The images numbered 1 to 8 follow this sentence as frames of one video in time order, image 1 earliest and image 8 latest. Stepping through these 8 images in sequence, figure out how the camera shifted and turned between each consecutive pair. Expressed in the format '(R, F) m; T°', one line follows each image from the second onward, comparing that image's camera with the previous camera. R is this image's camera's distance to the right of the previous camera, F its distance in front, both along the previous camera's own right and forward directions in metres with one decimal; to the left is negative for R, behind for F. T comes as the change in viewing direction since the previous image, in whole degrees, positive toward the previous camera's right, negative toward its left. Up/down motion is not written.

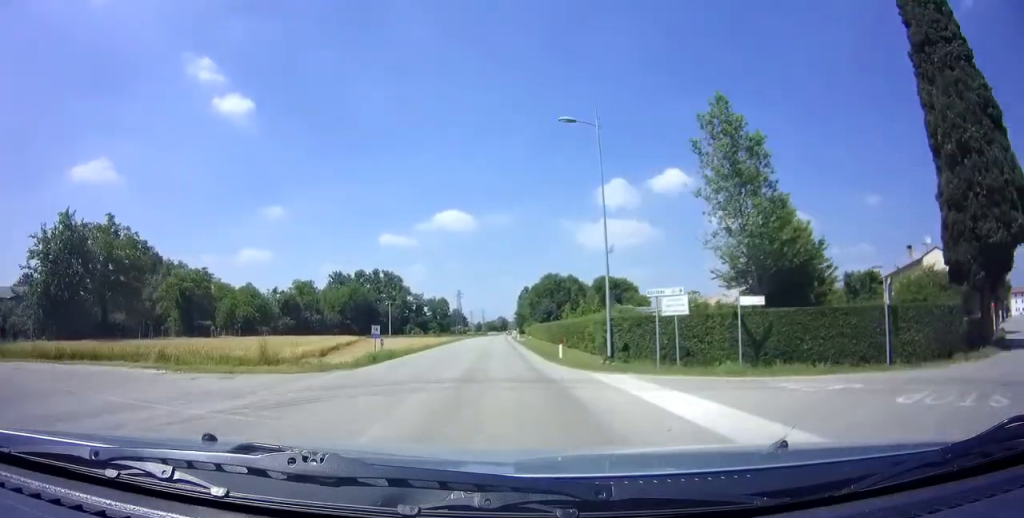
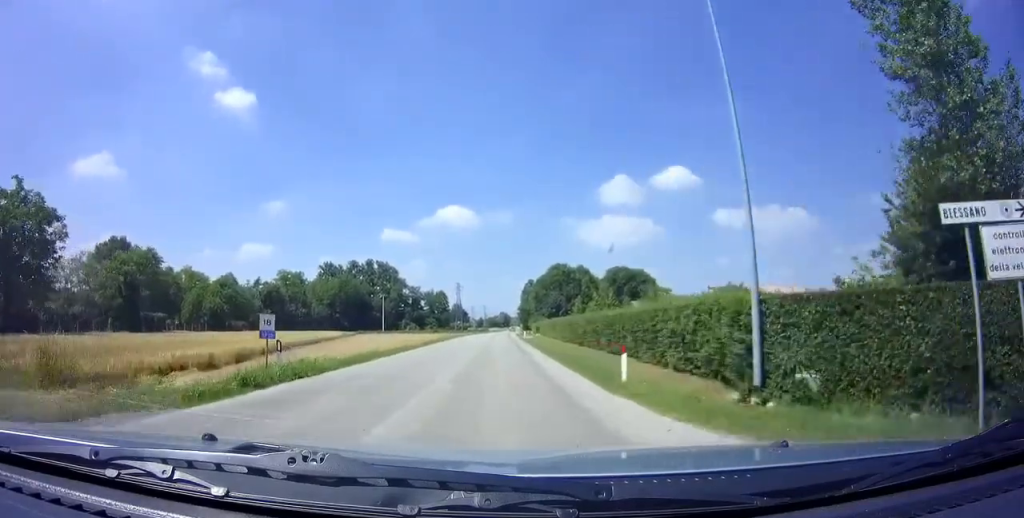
(0.0, +12.1) m; 0°
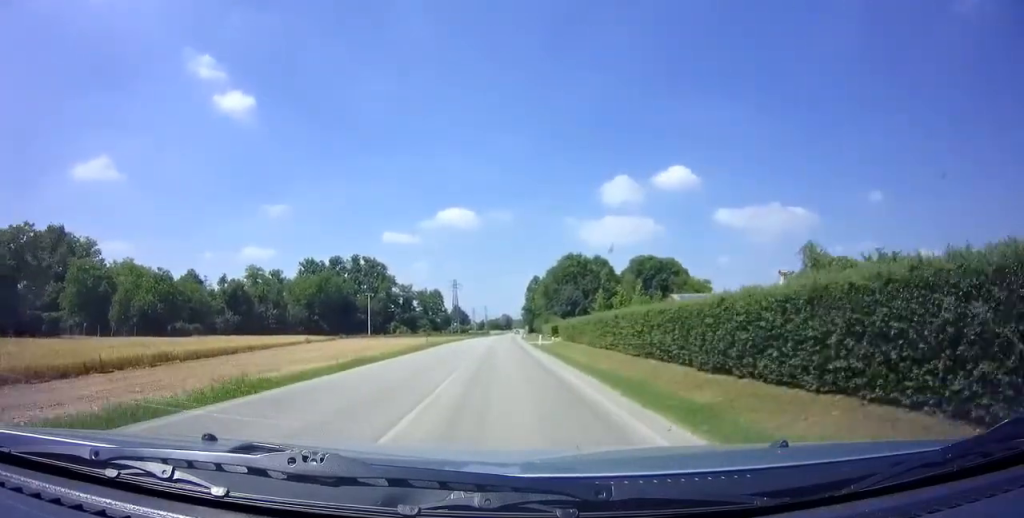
(+0.1, +18.2) m; 0°
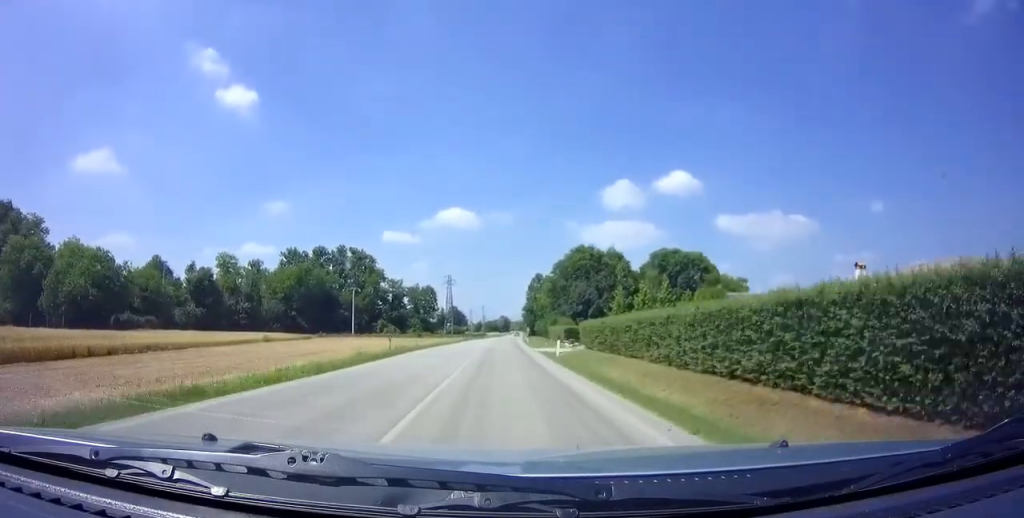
(0.0, +12.7) m; 0°
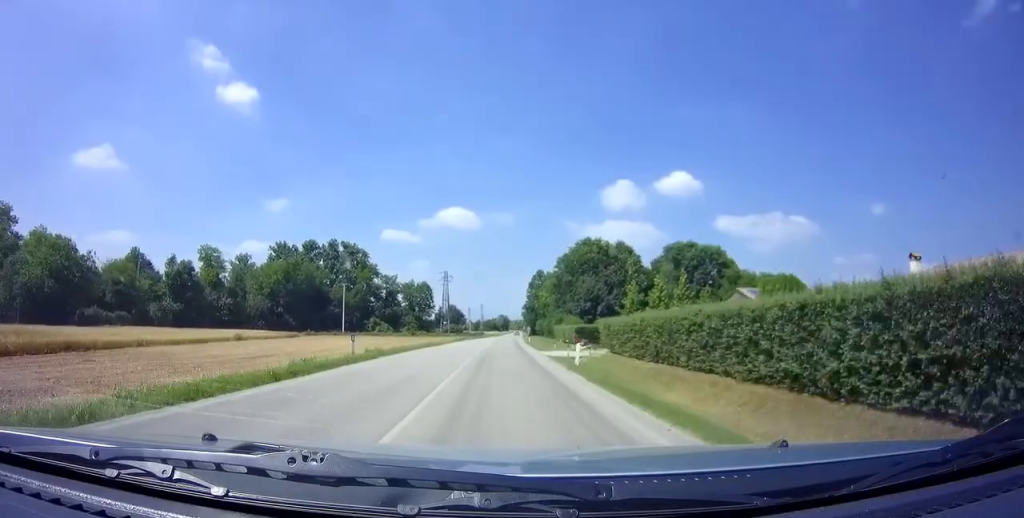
(-0.1, +7.1) m; 0°
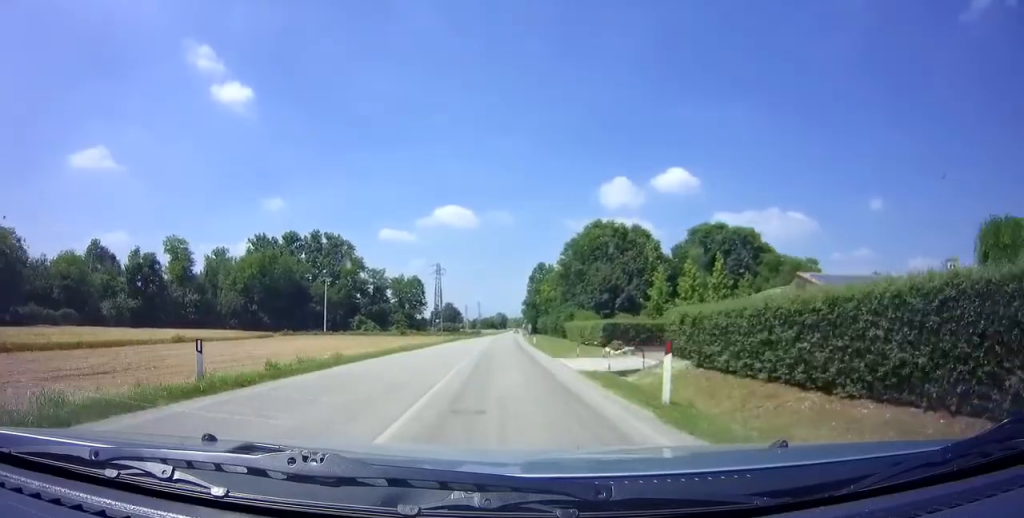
(0.0, +10.5) m; 0°
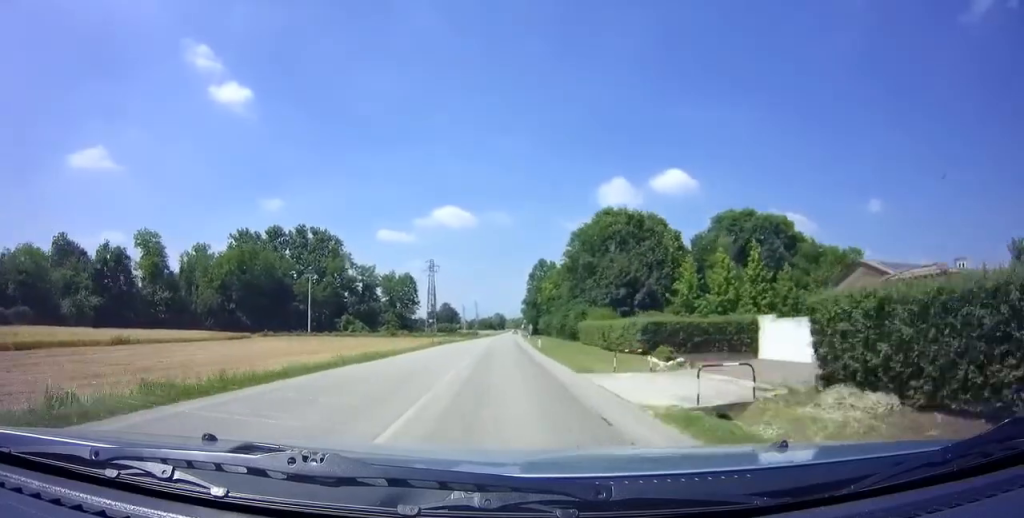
(+0.1, +7.8) m; 0°
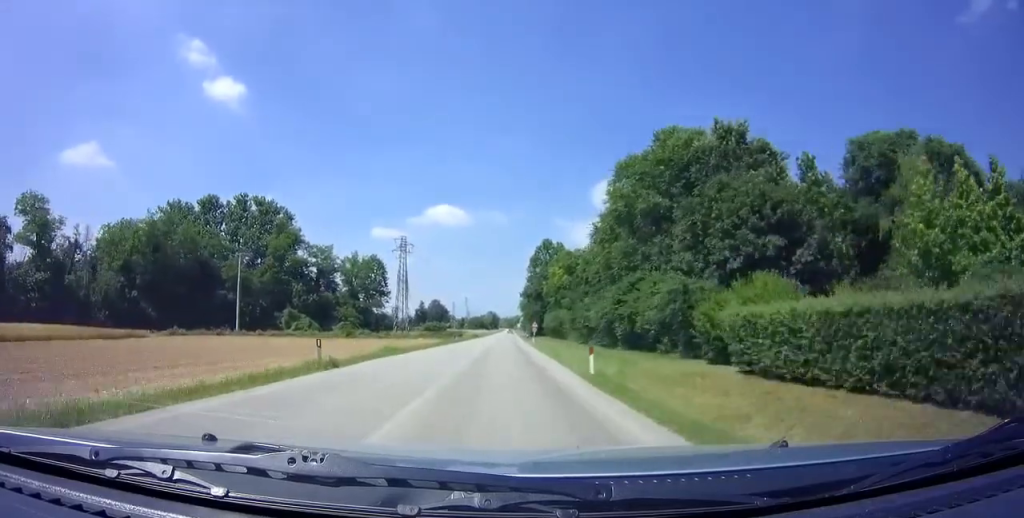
(+0.1, +24.5) m; +1°
